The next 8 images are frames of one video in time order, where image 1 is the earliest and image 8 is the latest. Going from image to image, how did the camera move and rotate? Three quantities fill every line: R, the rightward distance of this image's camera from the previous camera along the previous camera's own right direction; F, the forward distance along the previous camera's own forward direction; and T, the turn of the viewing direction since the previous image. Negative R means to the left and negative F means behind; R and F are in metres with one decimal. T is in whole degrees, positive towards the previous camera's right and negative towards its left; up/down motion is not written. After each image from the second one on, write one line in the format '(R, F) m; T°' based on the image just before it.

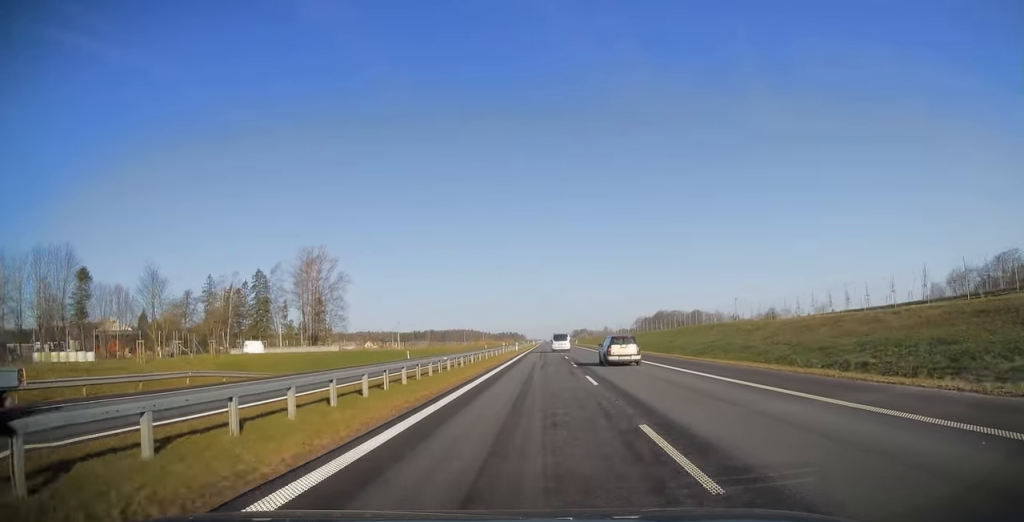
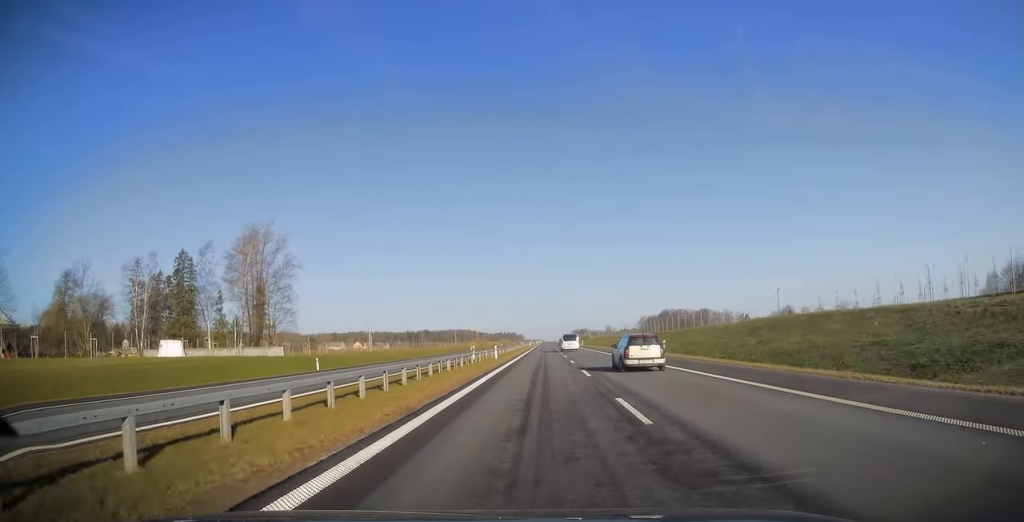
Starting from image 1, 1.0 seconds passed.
(0.0, +31.9) m; 0°
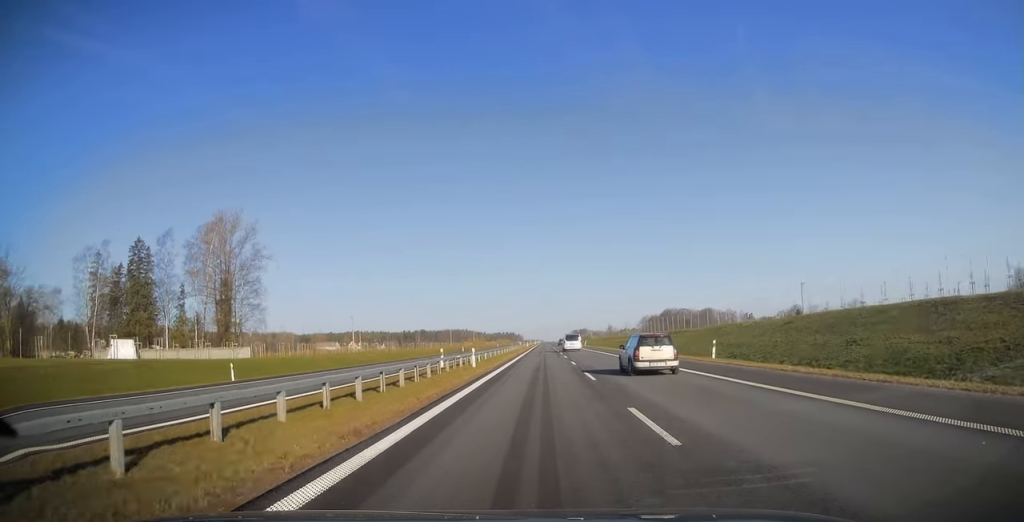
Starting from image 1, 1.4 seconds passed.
(0.0, +13.8) m; 0°
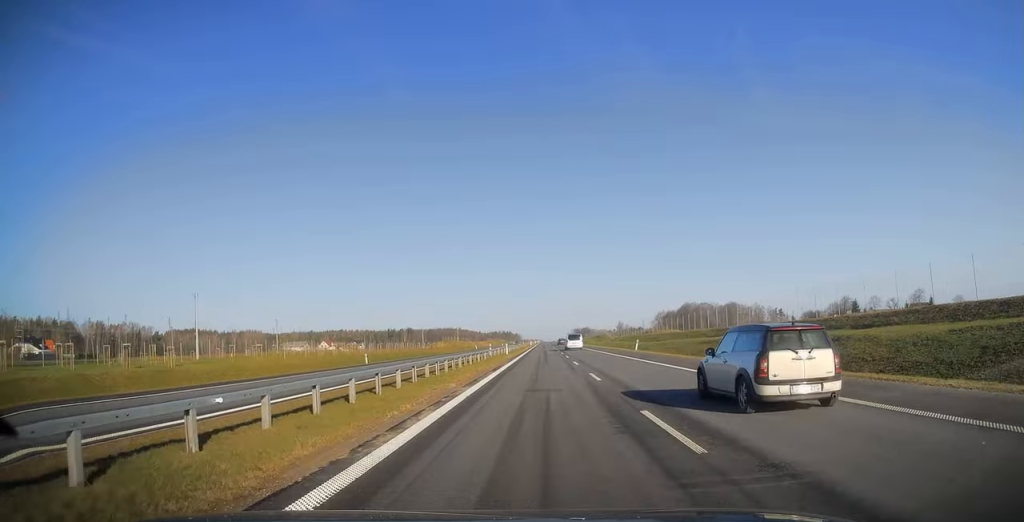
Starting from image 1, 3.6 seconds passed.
(-0.3, +72.3) m; 0°
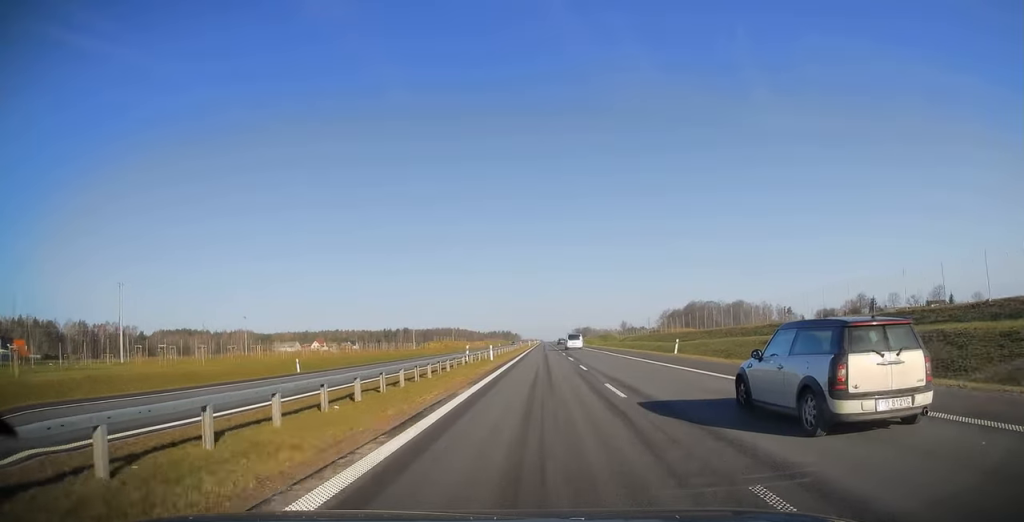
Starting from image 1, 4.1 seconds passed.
(+0.1, +17.5) m; 0°
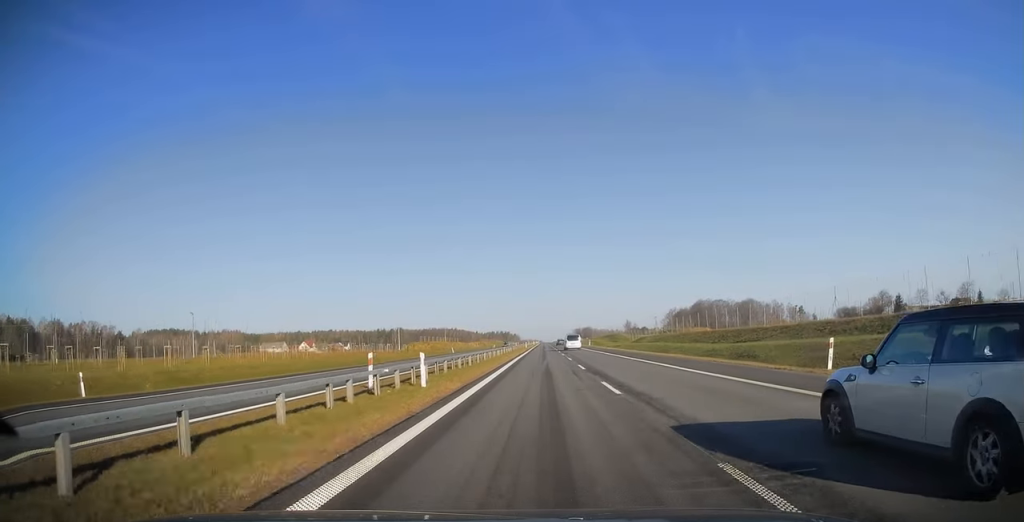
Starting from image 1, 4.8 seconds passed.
(0.0, +22.9) m; 0°
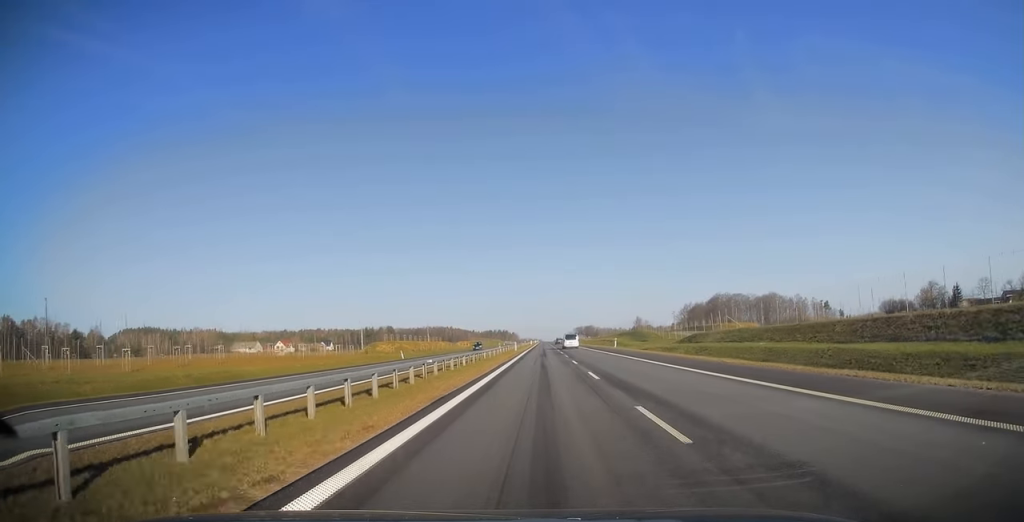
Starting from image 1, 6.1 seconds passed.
(0.0, +42.6) m; 0°
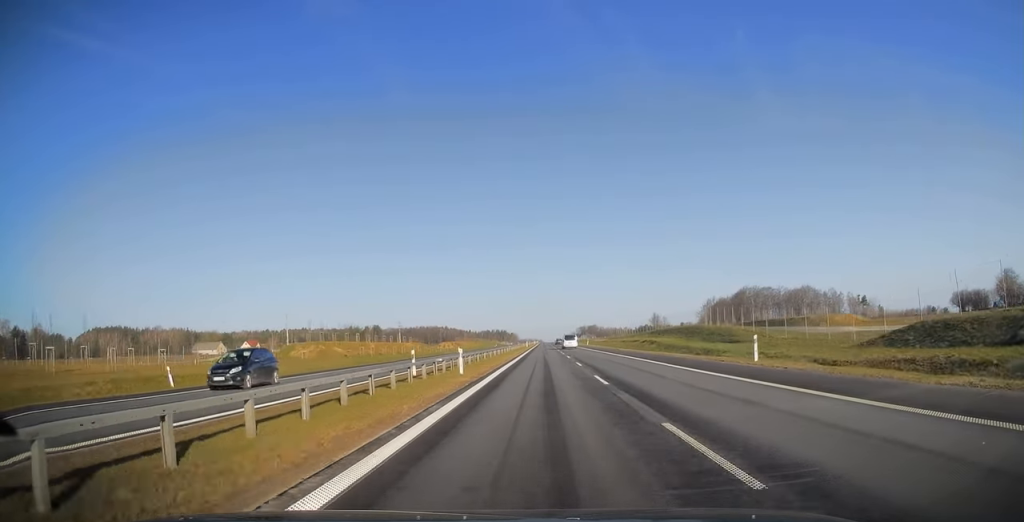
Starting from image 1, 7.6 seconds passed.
(-0.1, +50.0) m; 0°
